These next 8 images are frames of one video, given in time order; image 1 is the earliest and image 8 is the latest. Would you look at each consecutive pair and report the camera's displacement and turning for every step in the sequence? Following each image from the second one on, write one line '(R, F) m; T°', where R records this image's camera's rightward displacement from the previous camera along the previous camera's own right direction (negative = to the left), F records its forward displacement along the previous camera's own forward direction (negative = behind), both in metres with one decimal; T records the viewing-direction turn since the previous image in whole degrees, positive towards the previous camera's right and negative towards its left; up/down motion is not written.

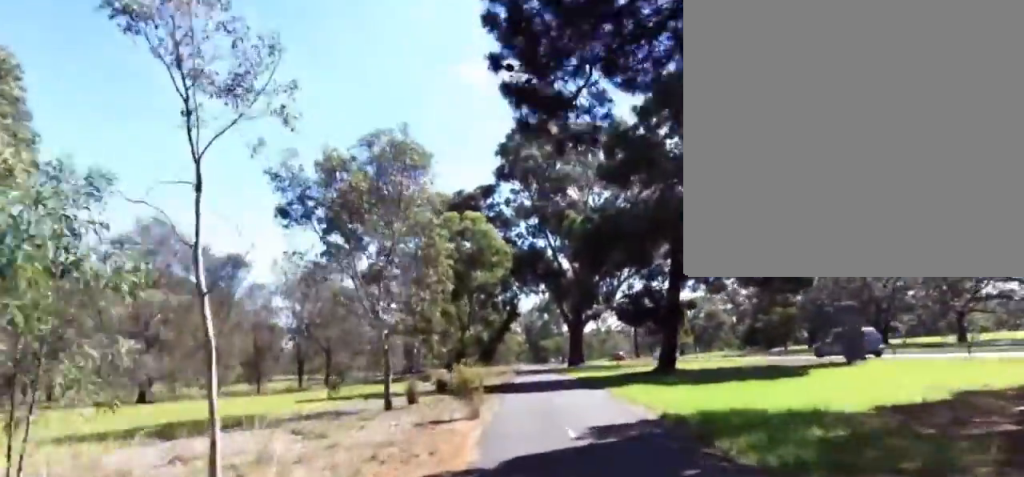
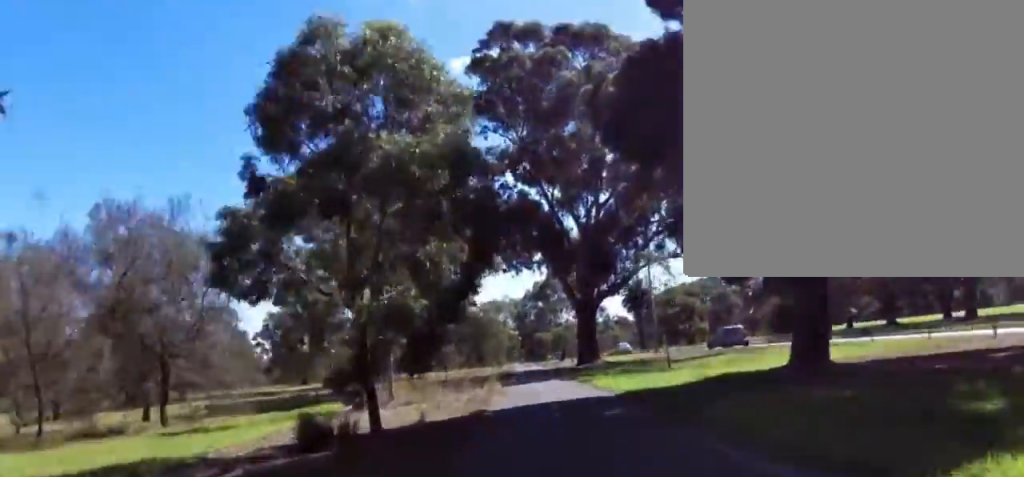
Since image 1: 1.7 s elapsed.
(+2.2, +14.3) m; +2°
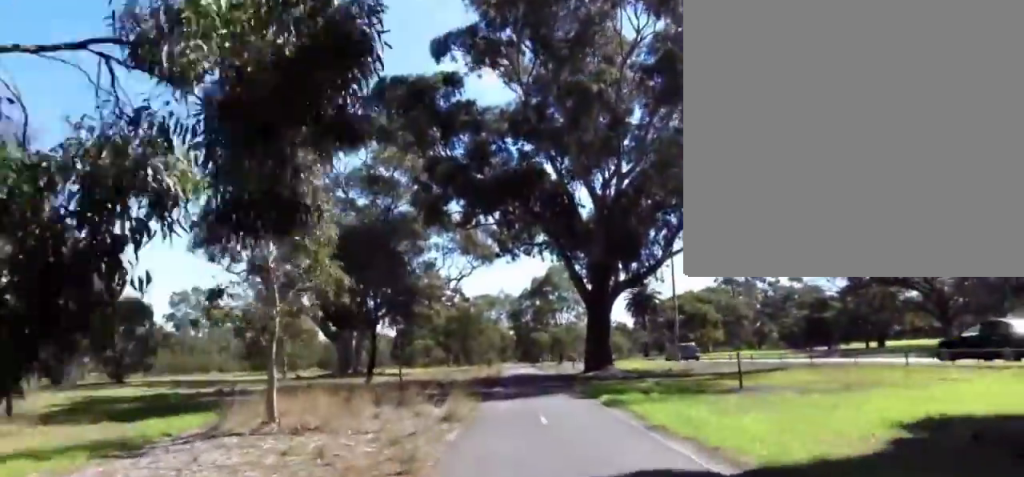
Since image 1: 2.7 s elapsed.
(-1.1, +7.9) m; -1°
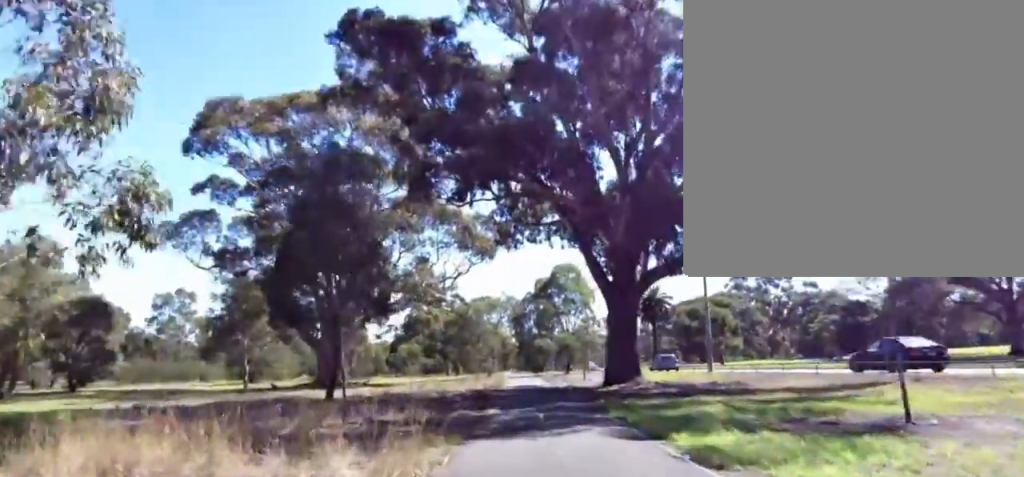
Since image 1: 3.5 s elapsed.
(+0.6, +5.8) m; 0°
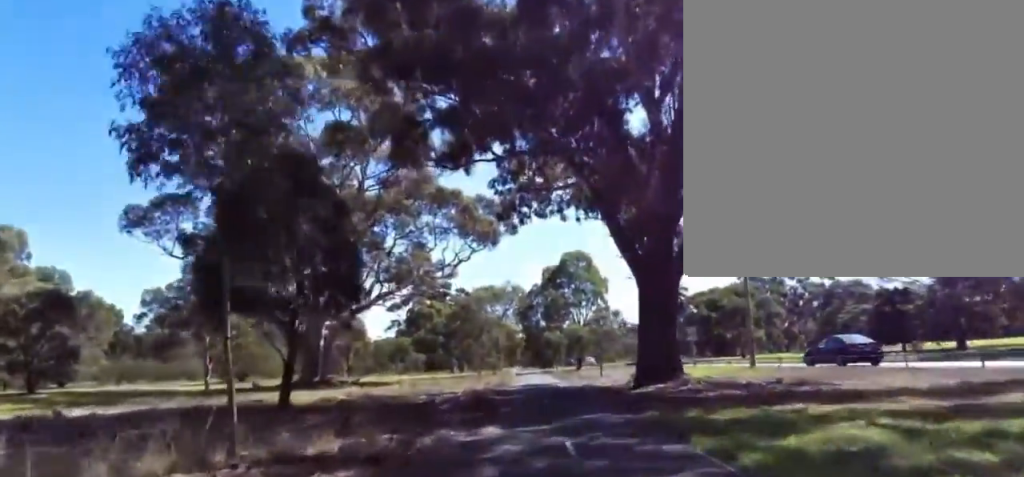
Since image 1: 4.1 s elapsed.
(+0.3, +4.8) m; 0°
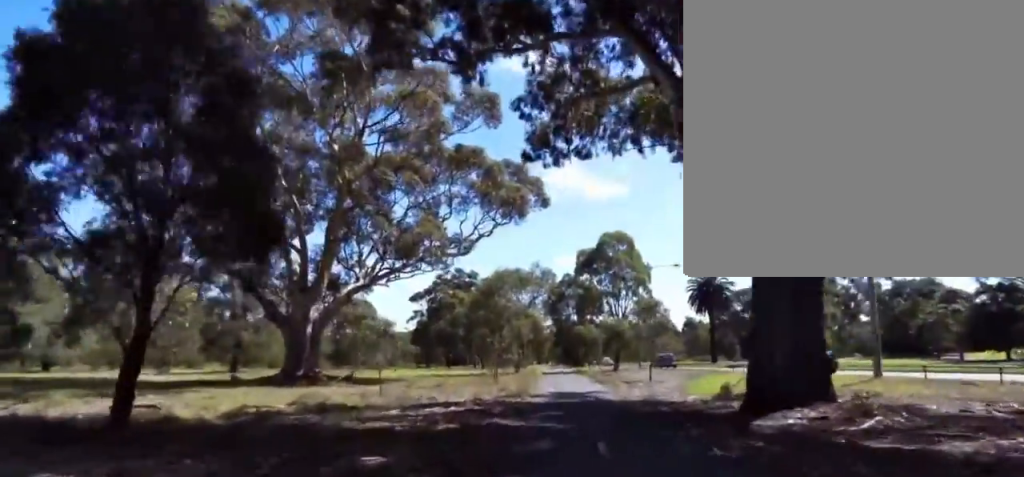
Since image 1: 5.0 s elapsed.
(-1.0, +7.5) m; -2°
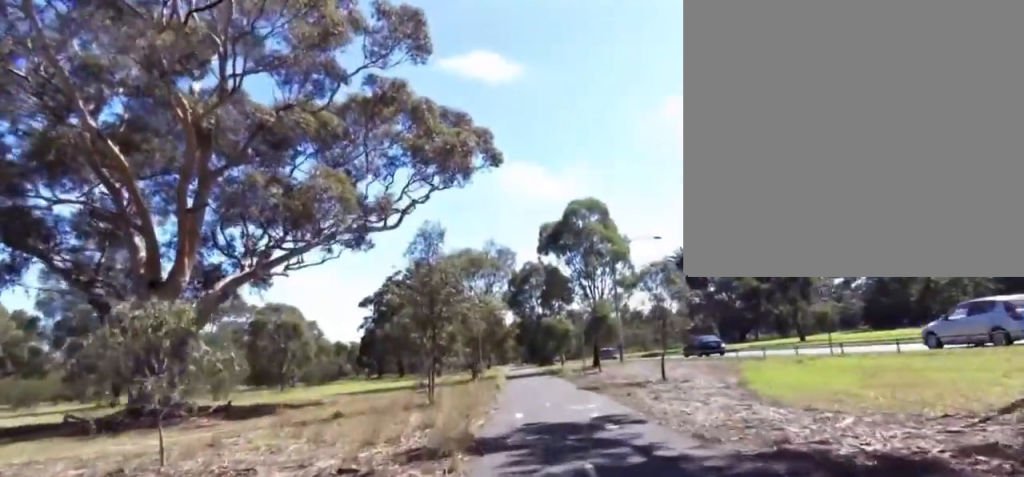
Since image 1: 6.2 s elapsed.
(+0.6, +10.0) m; +1°
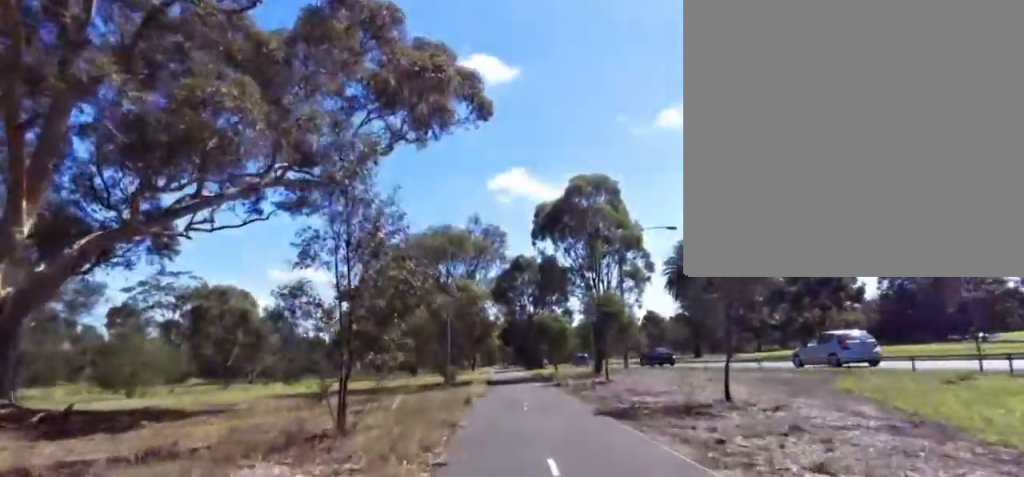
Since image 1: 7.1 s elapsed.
(-0.5, +7.4) m; +3°
